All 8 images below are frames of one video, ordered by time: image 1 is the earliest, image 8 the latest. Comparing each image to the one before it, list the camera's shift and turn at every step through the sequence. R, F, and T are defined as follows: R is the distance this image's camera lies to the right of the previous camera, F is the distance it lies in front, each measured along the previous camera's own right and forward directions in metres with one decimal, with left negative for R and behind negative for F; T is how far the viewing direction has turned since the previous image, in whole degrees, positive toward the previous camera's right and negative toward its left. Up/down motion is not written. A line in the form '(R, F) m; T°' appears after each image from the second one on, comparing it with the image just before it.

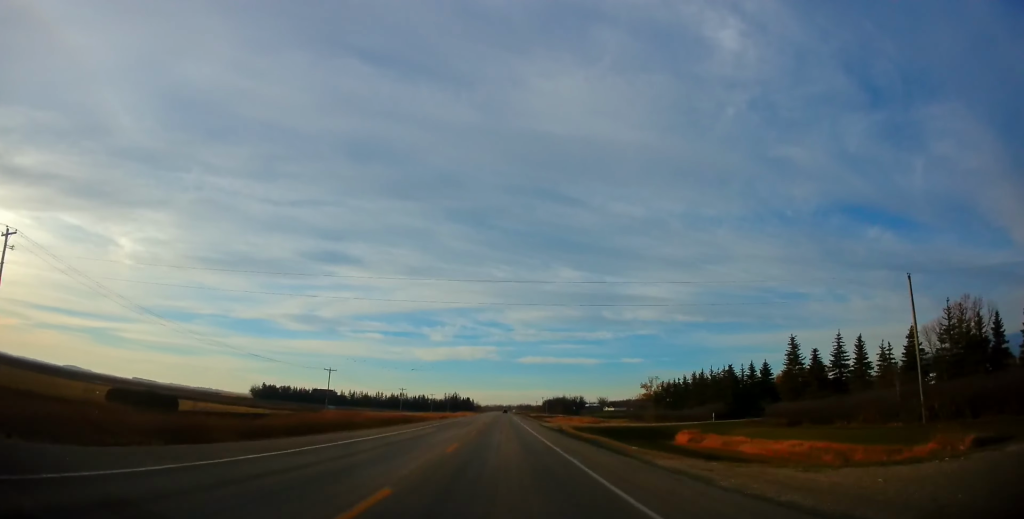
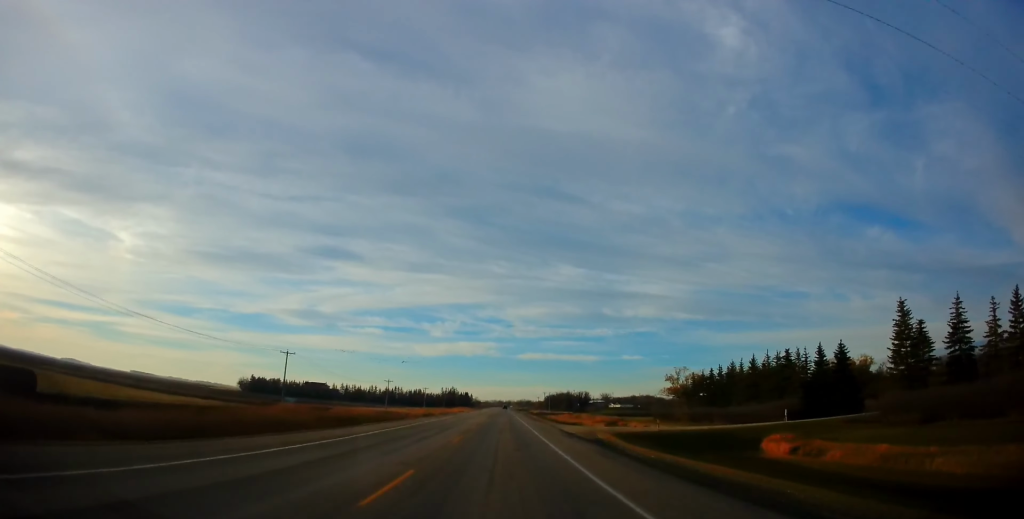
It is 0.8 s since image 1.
(0.0, +19.8) m; 0°
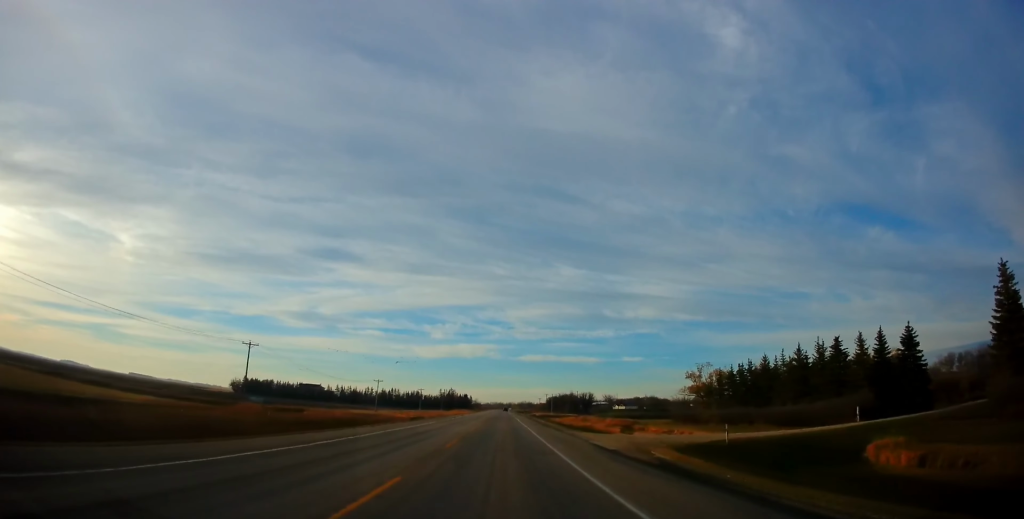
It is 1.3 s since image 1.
(0.0, +11.9) m; 0°
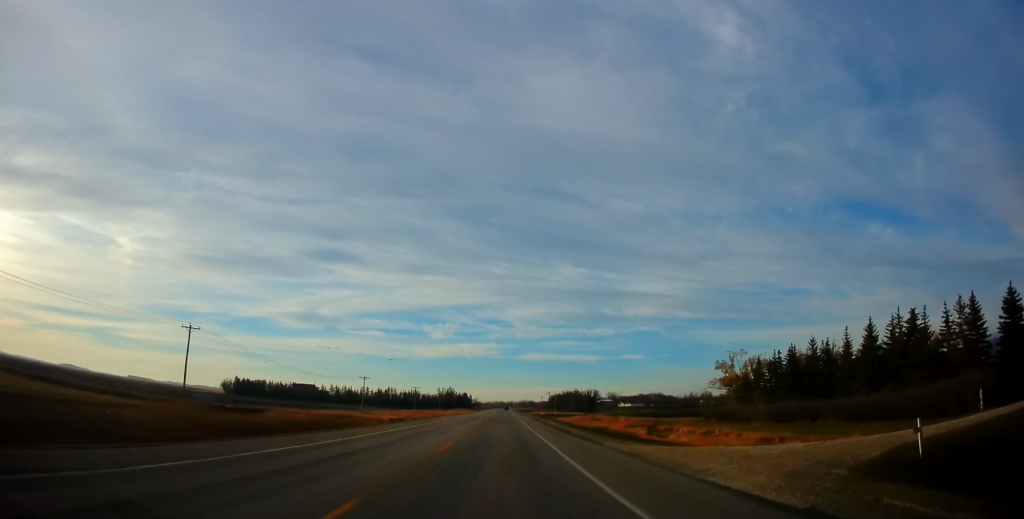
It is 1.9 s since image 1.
(0.0, +13.5) m; 0°
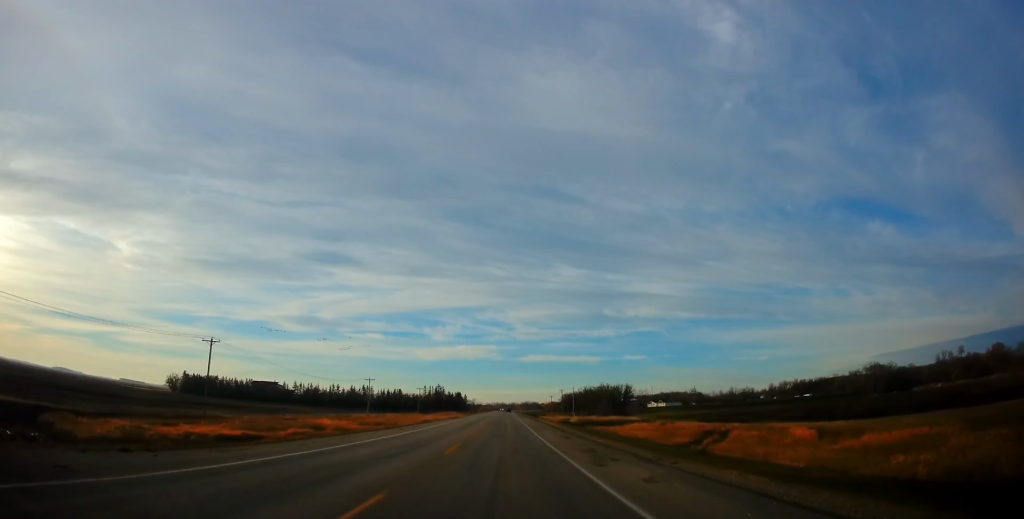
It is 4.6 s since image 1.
(-0.7, +75.0) m; 0°
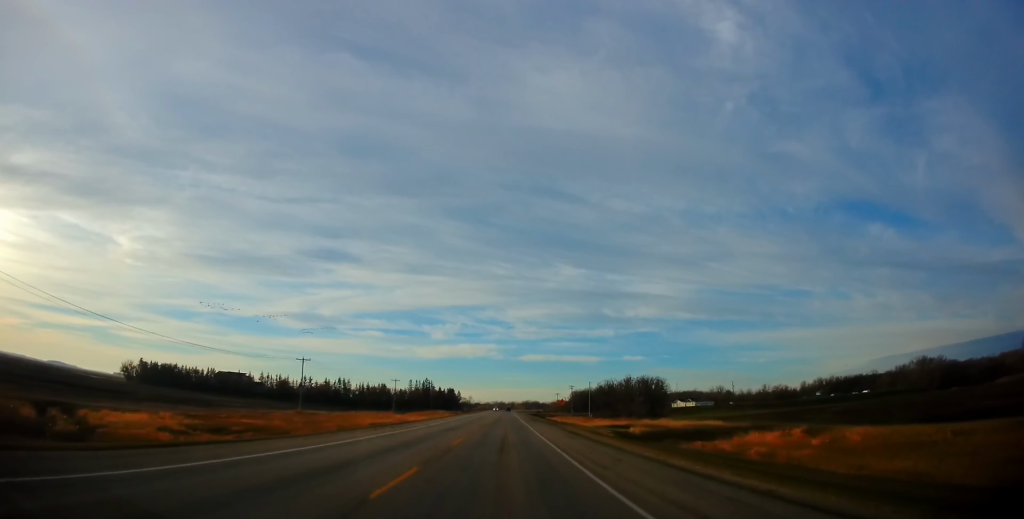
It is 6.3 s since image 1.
(+0.4, +49.5) m; +1°
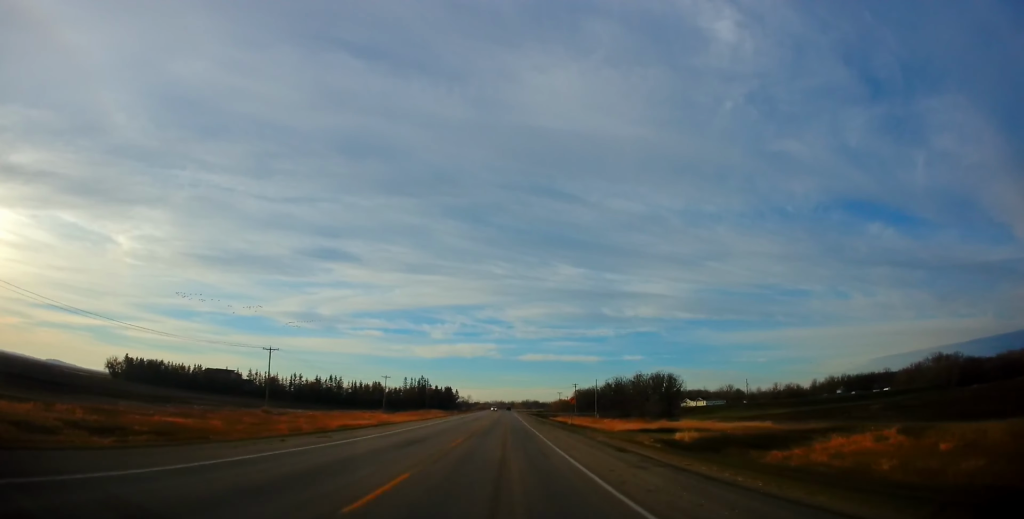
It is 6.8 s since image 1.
(0.0, +14.1) m; 0°
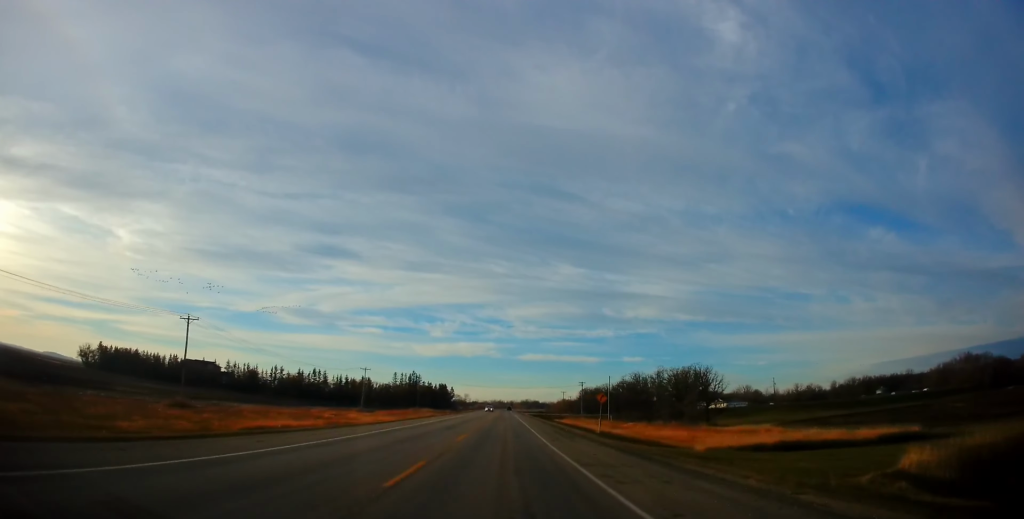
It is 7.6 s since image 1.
(0.0, +22.9) m; 0°
